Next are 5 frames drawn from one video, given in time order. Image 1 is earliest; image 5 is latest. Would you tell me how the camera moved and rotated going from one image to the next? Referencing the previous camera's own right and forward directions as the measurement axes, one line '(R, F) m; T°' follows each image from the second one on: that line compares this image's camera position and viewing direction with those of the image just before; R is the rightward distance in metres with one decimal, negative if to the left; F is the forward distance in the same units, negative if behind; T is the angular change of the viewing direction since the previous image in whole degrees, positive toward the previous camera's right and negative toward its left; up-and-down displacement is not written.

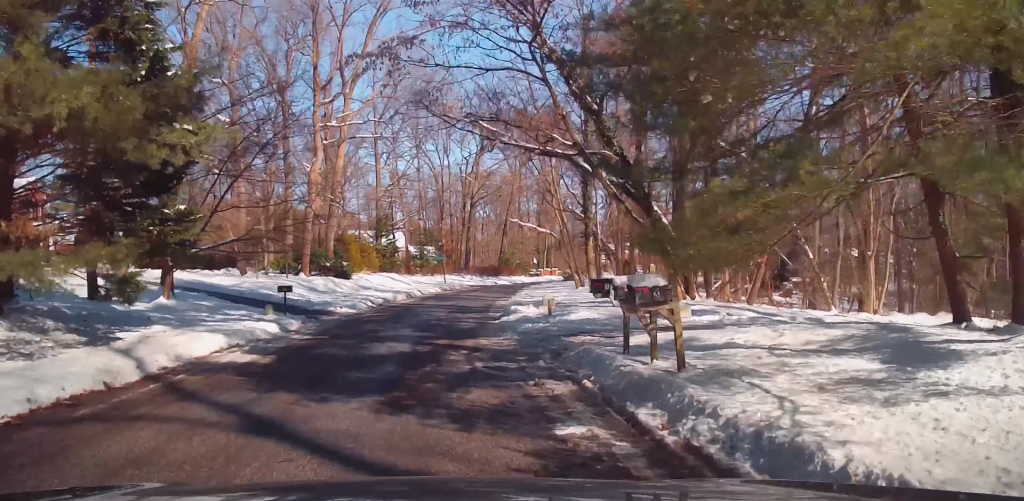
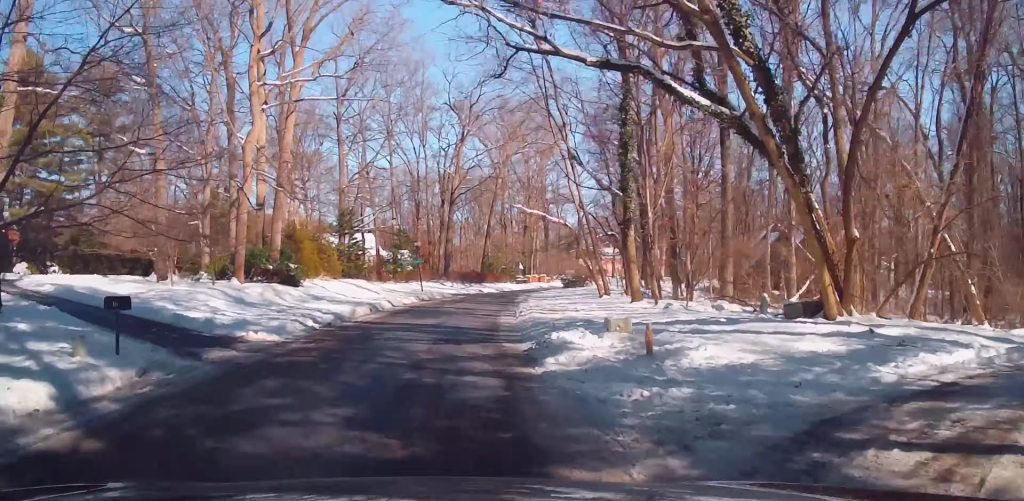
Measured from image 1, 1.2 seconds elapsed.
(+0.2, +11.4) m; +3°
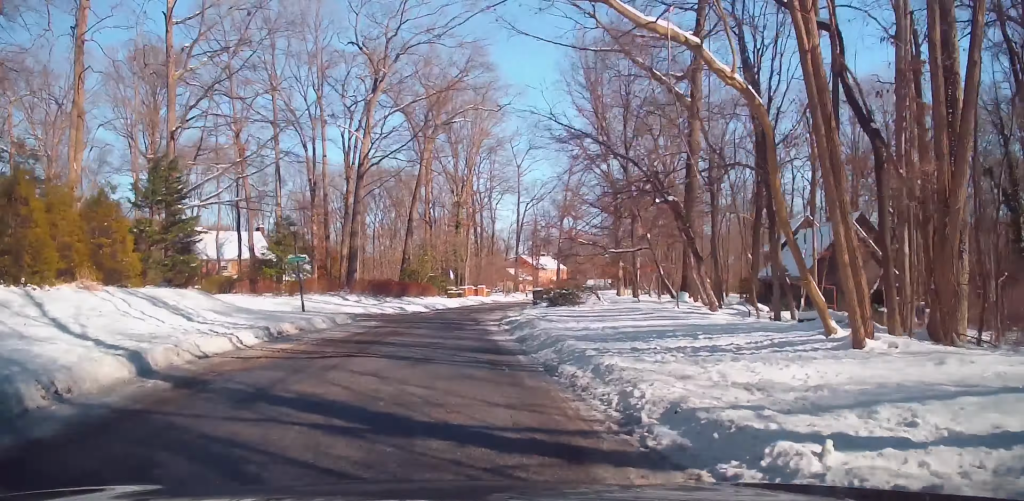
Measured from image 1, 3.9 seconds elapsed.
(+1.3, +24.8) m; +8°
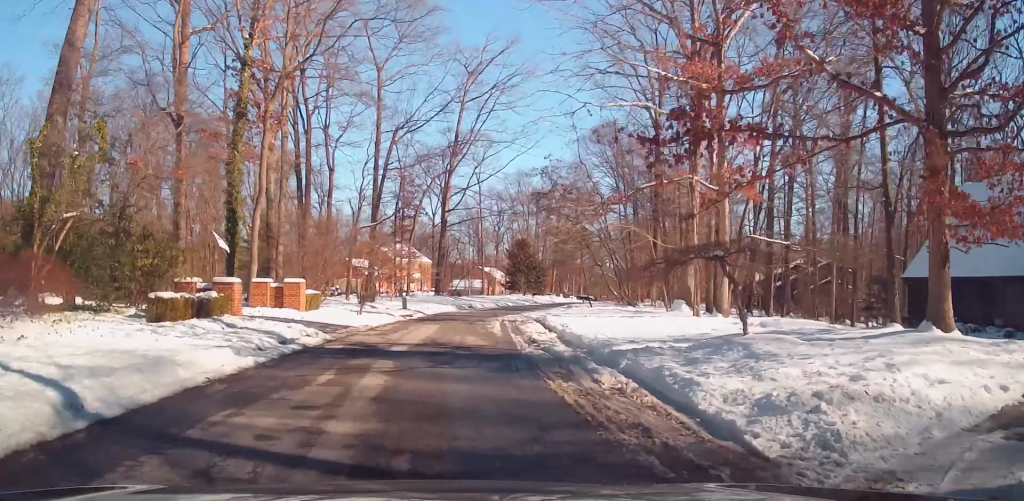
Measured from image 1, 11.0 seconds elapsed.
(+6.4, +52.1) m; +11°
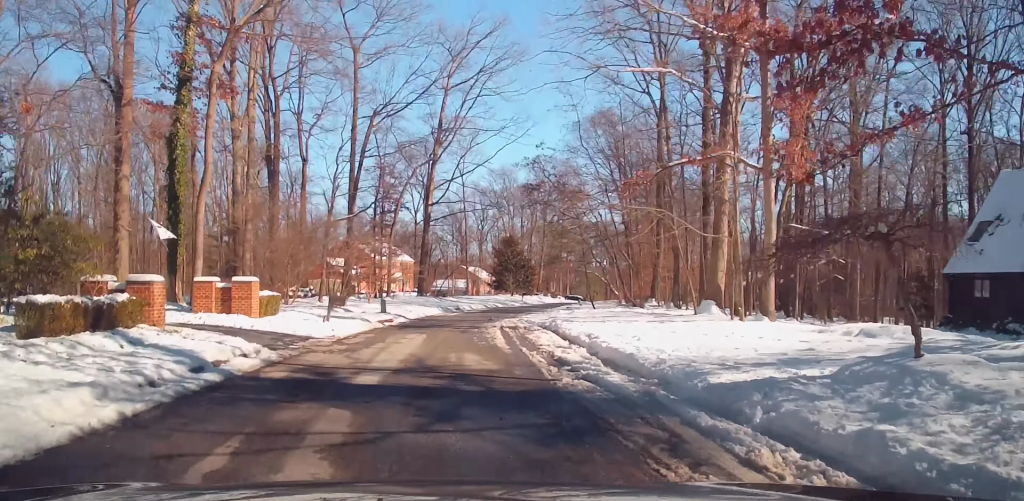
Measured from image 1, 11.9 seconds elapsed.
(+0.2, +5.6) m; +1°
